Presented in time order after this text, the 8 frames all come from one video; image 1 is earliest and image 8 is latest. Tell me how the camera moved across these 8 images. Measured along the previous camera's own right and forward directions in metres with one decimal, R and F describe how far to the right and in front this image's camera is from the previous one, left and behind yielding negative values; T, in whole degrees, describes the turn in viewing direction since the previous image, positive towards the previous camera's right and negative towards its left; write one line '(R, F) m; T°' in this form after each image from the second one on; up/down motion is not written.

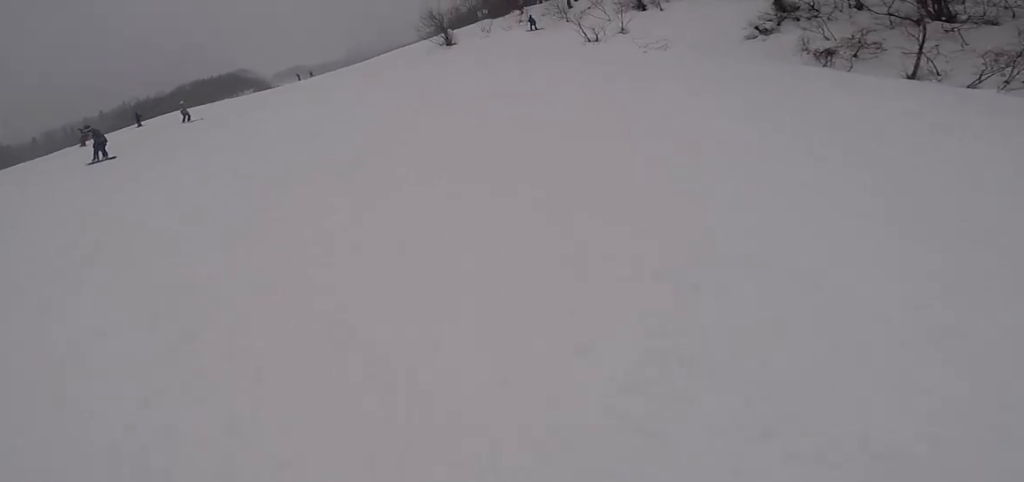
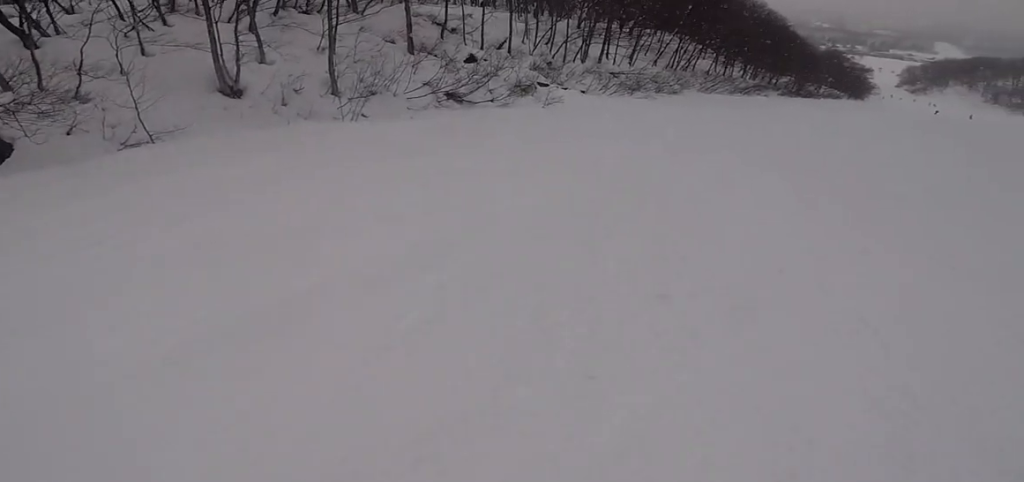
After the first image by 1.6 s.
(+2.0, +8.7) m; +40°
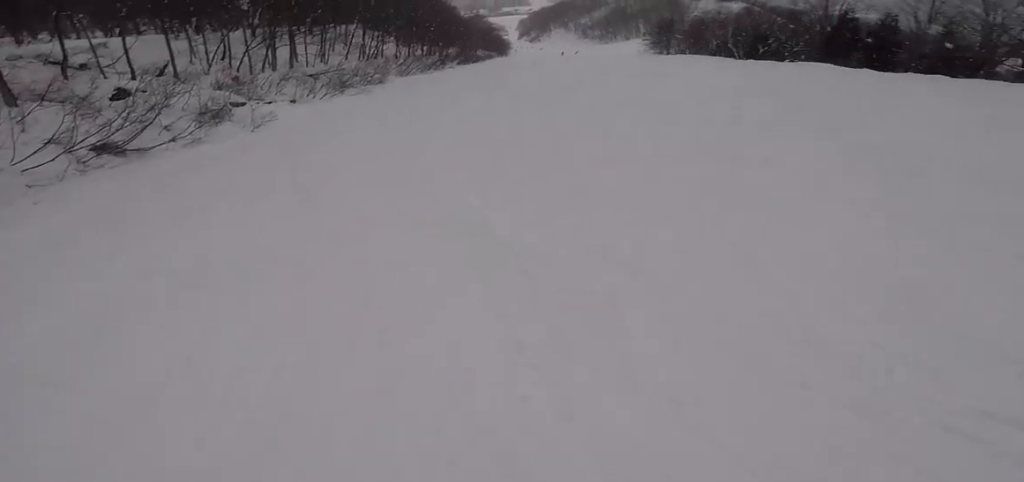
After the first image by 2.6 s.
(+1.7, +5.6) m; +36°
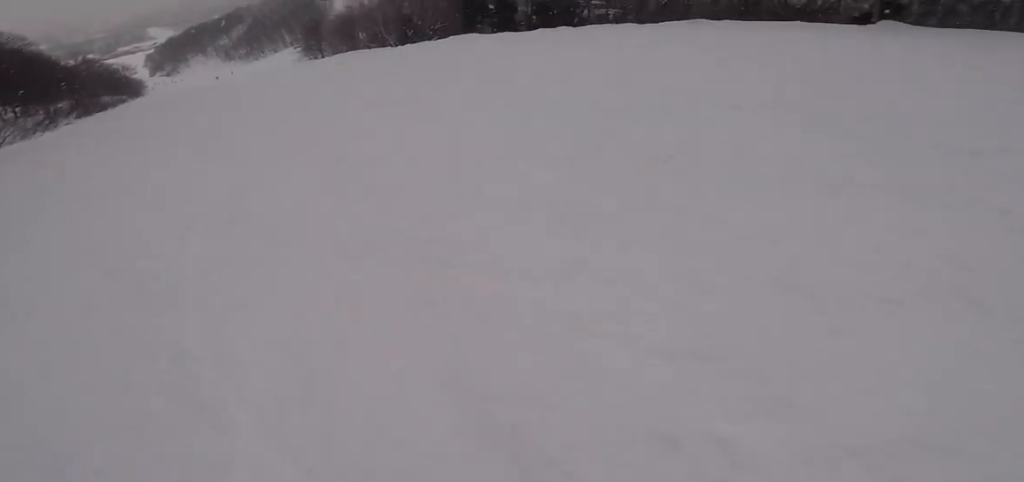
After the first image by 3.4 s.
(+1.4, +4.6) m; +17°
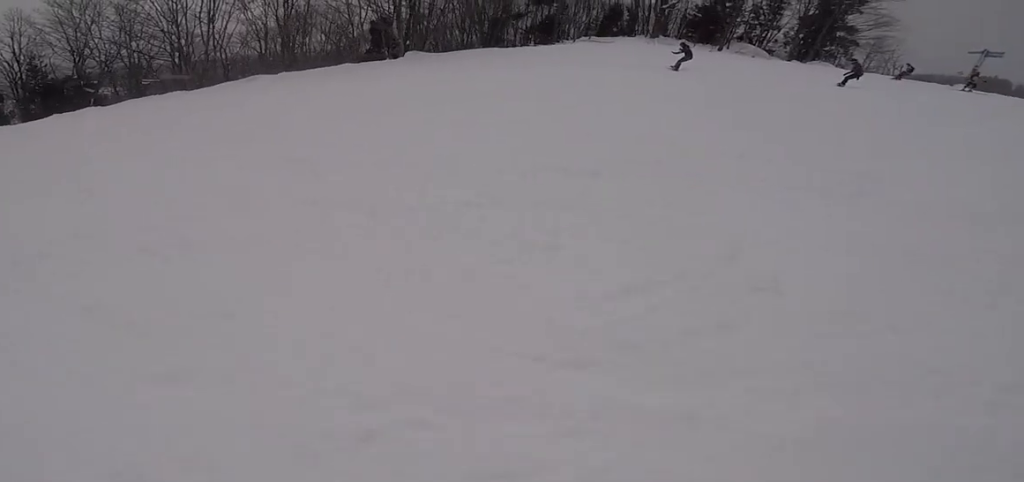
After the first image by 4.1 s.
(+0.4, +4.3) m; +12°
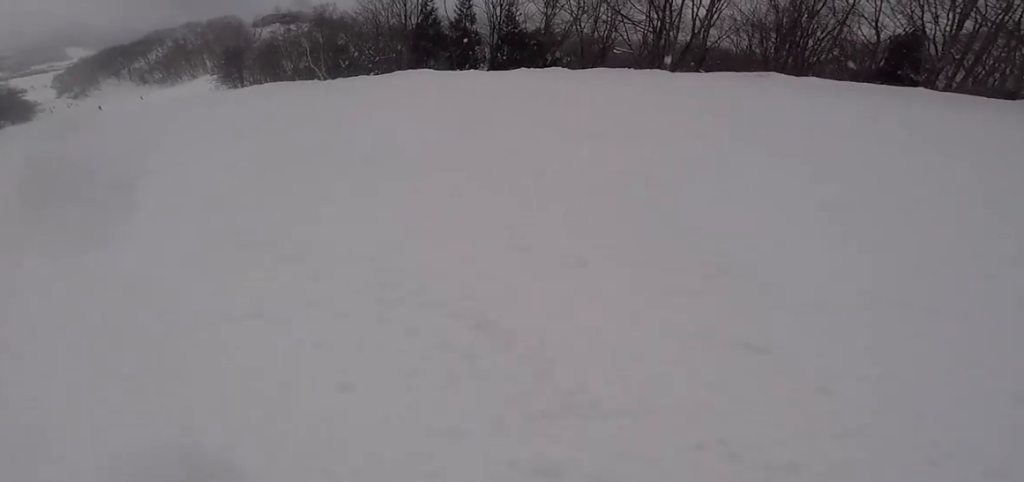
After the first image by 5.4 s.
(+1.4, +8.0) m; +9°
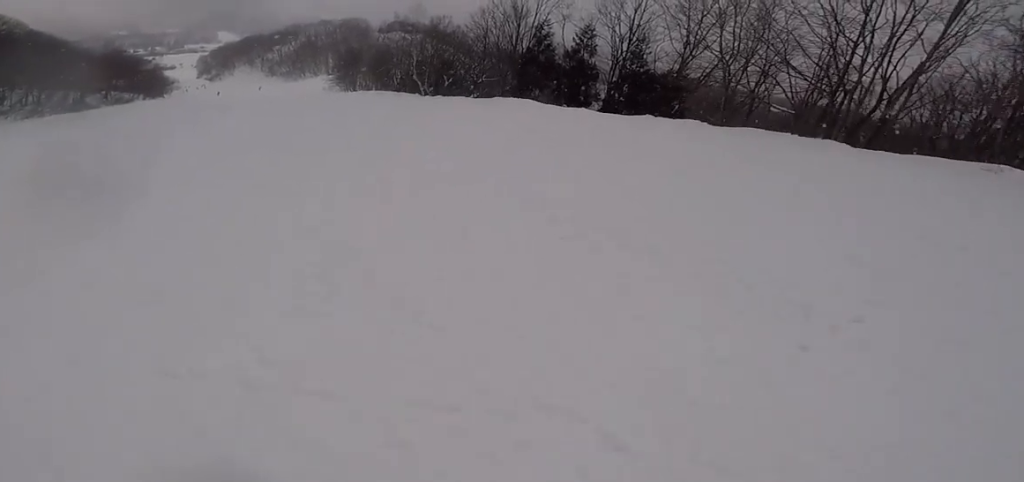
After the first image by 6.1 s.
(-0.1, +4.9) m; -7°
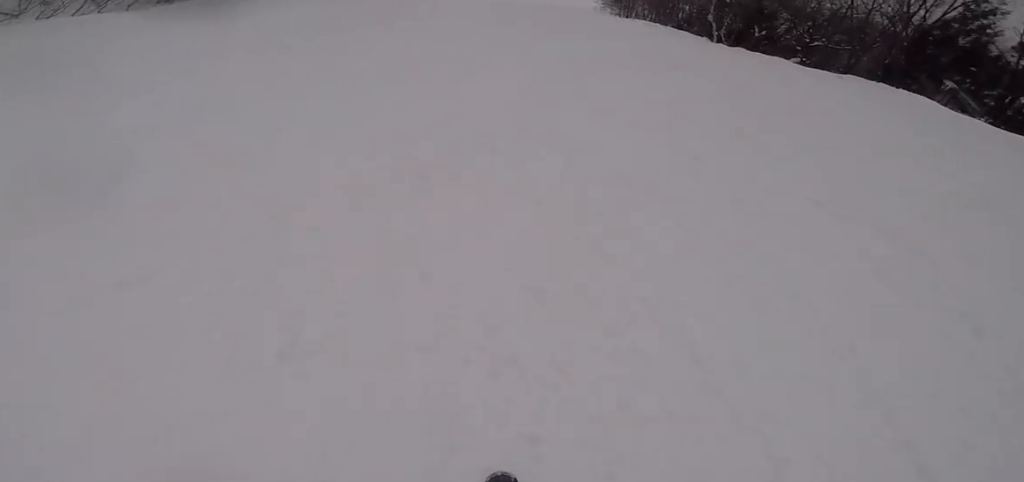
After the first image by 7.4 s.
(-2.2, +10.1) m; -32°
